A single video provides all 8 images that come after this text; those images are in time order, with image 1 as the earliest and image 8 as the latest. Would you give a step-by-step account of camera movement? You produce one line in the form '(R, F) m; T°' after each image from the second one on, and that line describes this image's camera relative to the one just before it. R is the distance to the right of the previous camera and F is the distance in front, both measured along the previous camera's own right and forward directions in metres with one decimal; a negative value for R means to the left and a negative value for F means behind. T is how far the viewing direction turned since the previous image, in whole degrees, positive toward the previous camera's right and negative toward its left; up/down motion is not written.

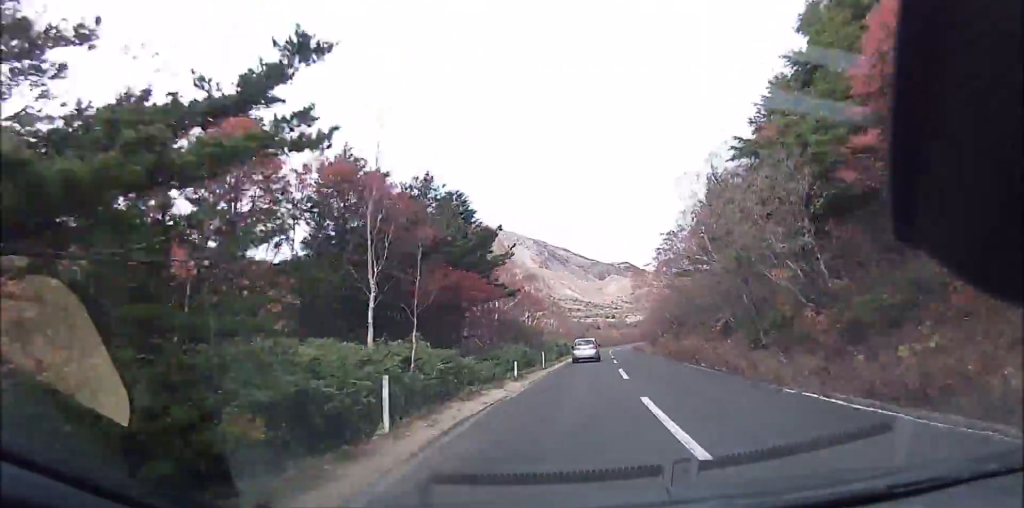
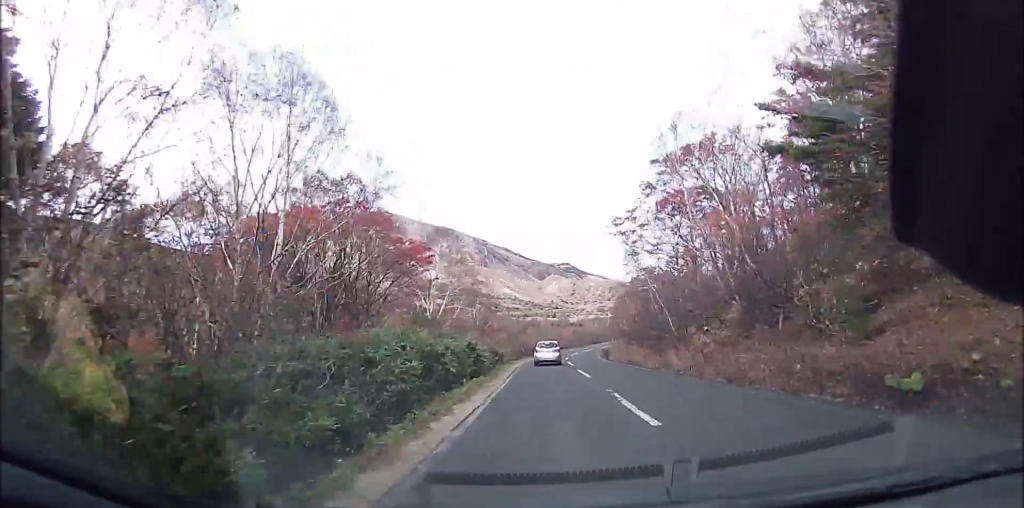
(+2.4, +27.7) m; +7°
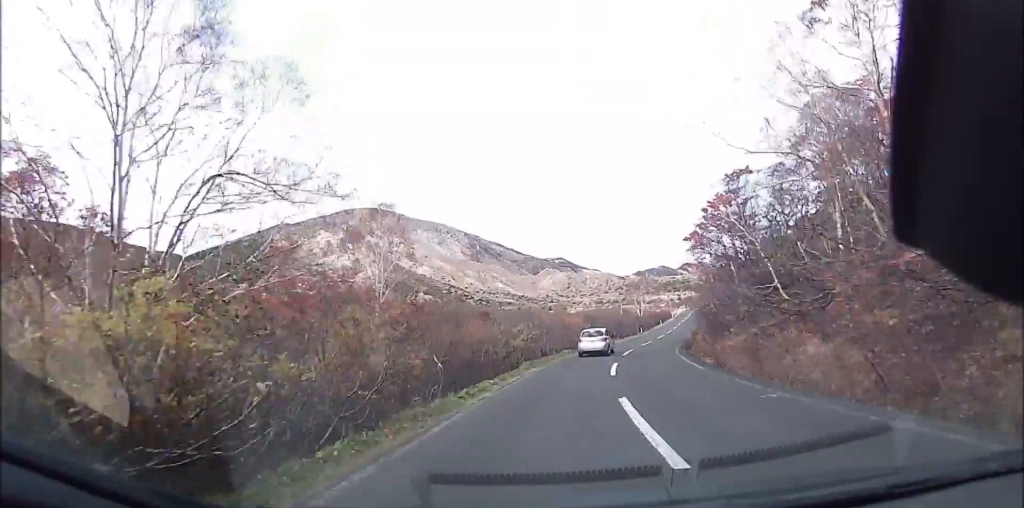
(+0.9, +32.9) m; +4°
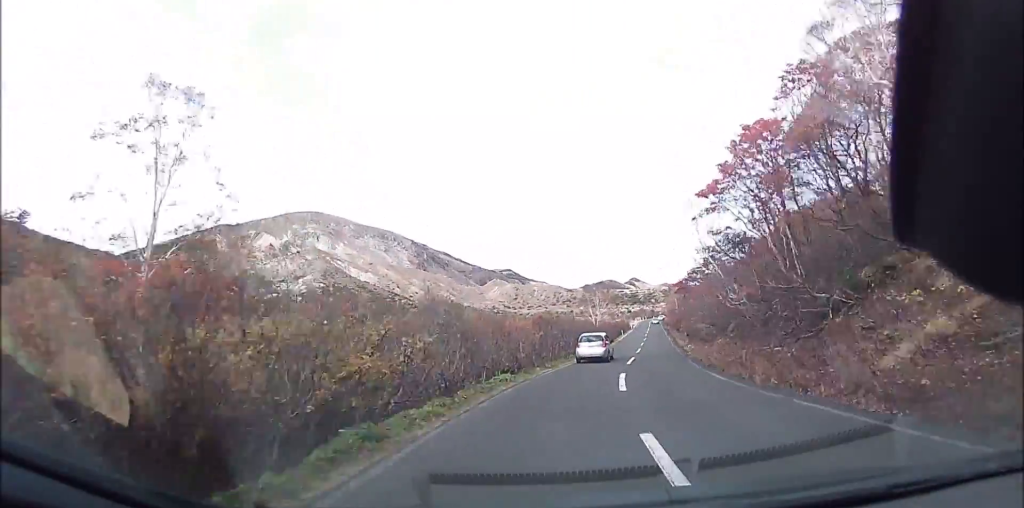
(+0.6, +13.3) m; +5°
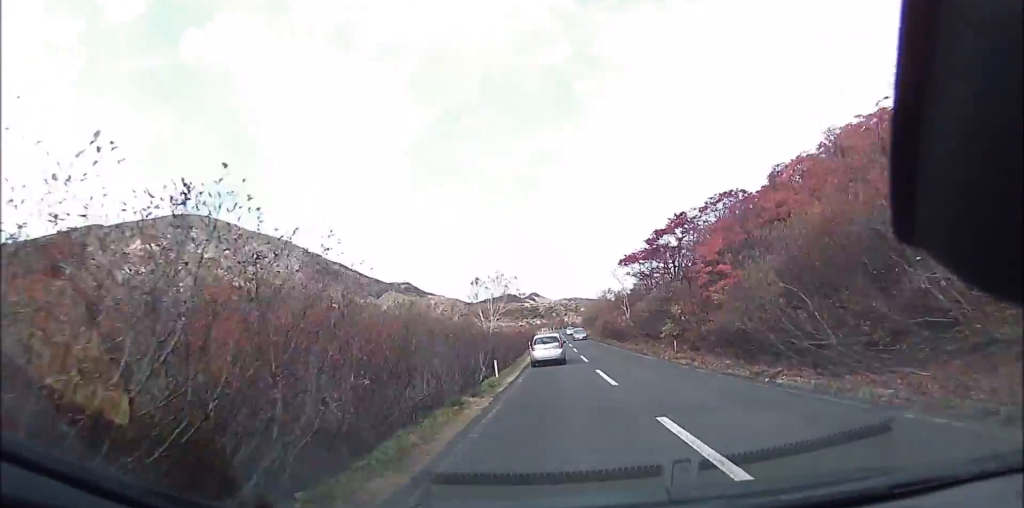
(+2.8, +30.0) m; +14°
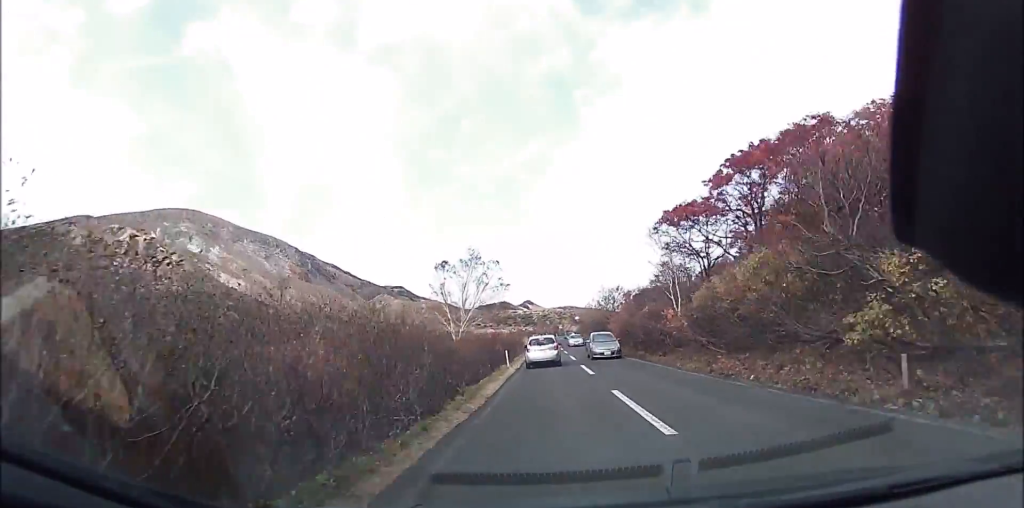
(+1.7, +16.4) m; +4°
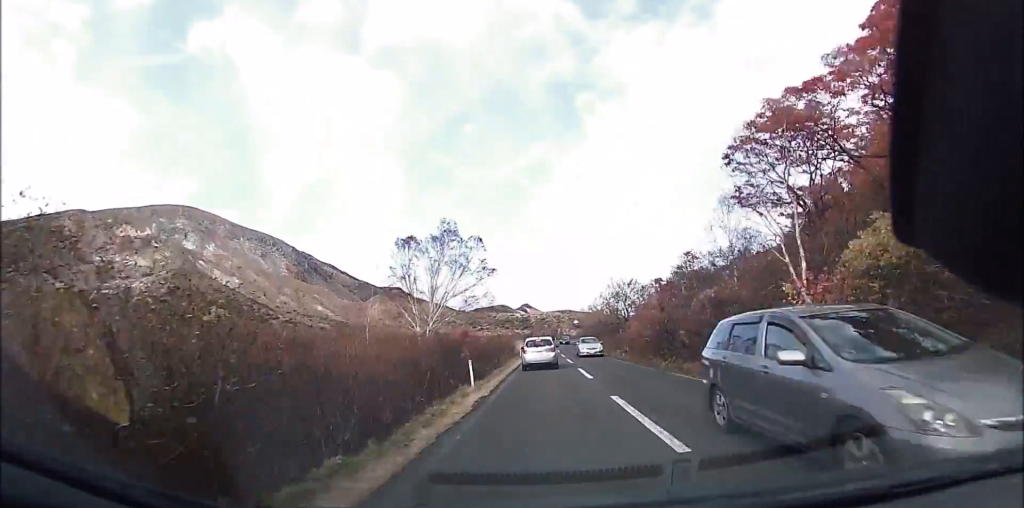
(+0.5, +11.2) m; +1°
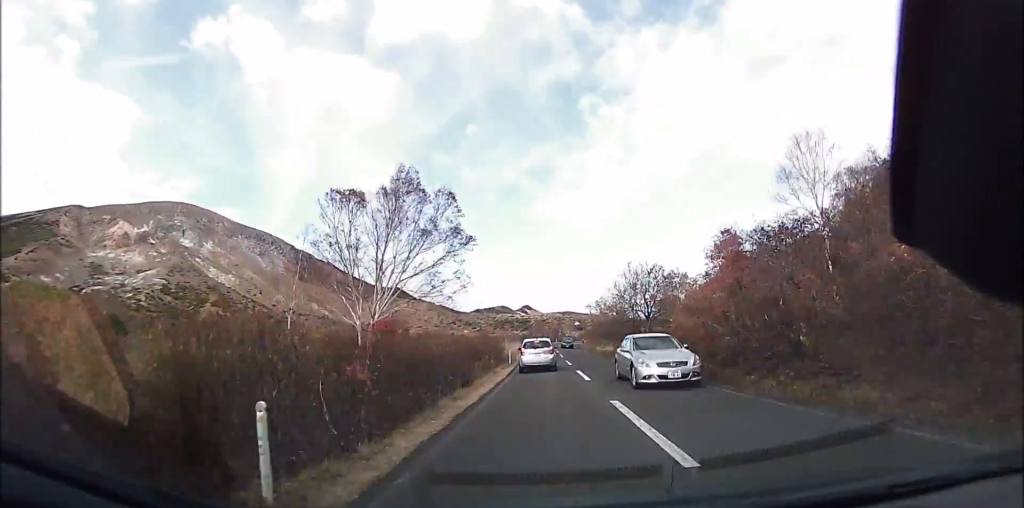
(-0.3, +10.2) m; -2°
